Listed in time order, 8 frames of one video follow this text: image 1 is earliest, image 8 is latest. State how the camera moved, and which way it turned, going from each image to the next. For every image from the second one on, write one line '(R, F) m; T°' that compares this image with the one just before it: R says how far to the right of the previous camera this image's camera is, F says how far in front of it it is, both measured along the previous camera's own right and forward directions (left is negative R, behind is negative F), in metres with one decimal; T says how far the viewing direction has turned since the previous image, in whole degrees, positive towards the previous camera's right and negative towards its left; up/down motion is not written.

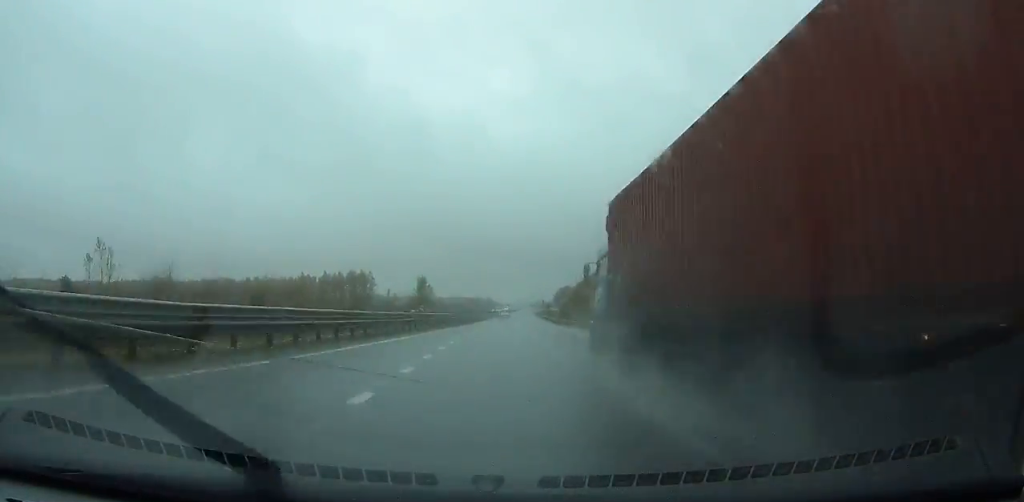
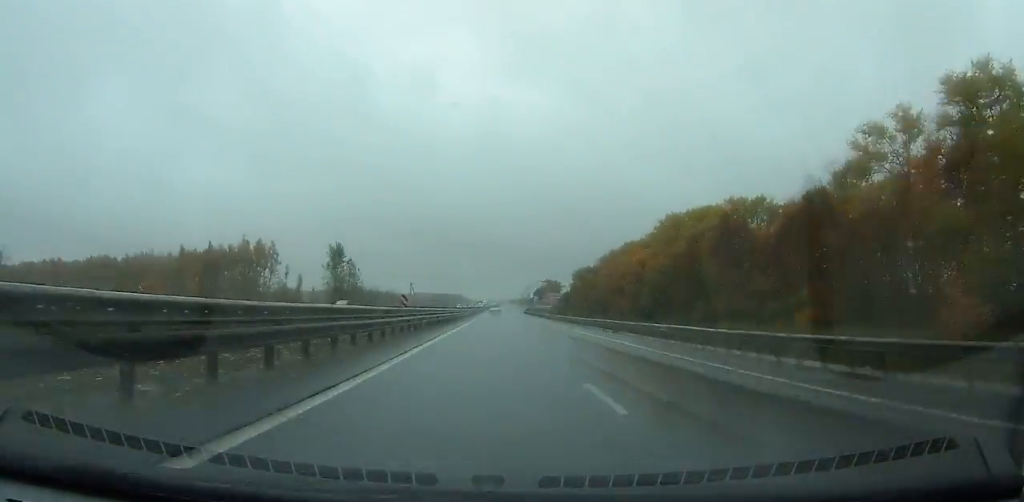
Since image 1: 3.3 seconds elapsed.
(+0.6, +92.3) m; +2°
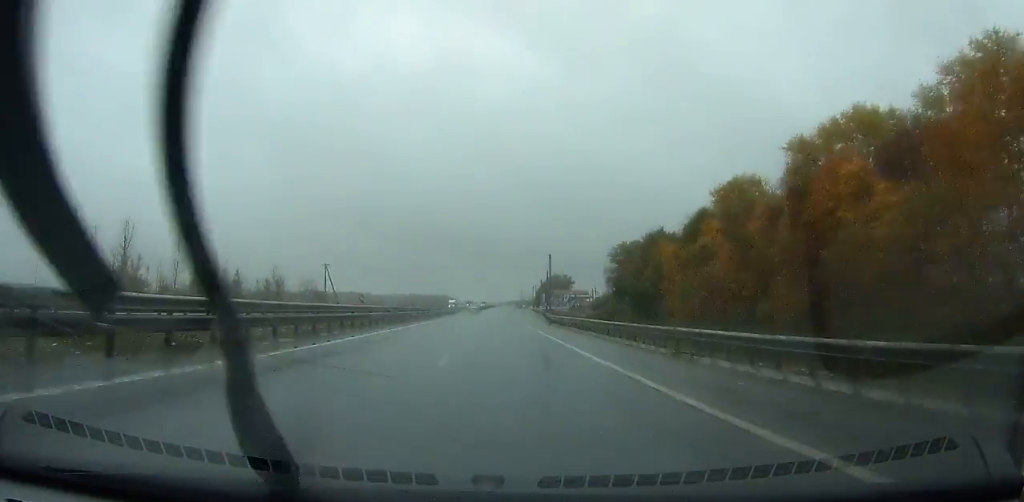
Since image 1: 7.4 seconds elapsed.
(+2.1, +114.2) m; +1°
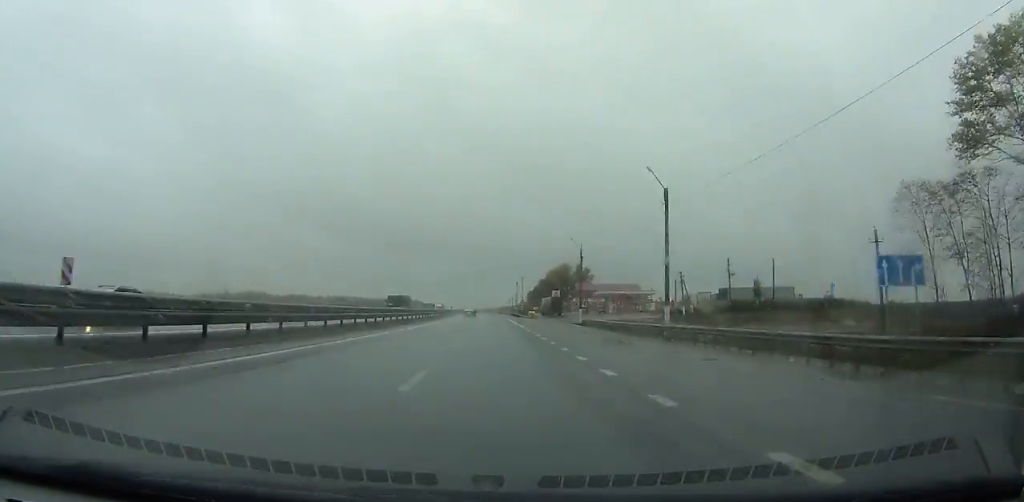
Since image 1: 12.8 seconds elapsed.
(0.0, +150.1) m; +1°
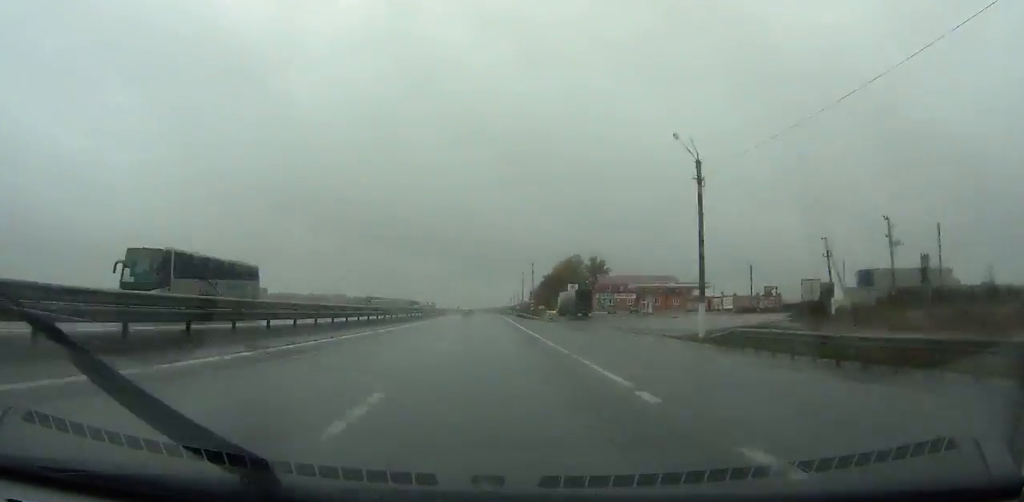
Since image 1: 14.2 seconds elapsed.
(+0.2, +39.1) m; 0°
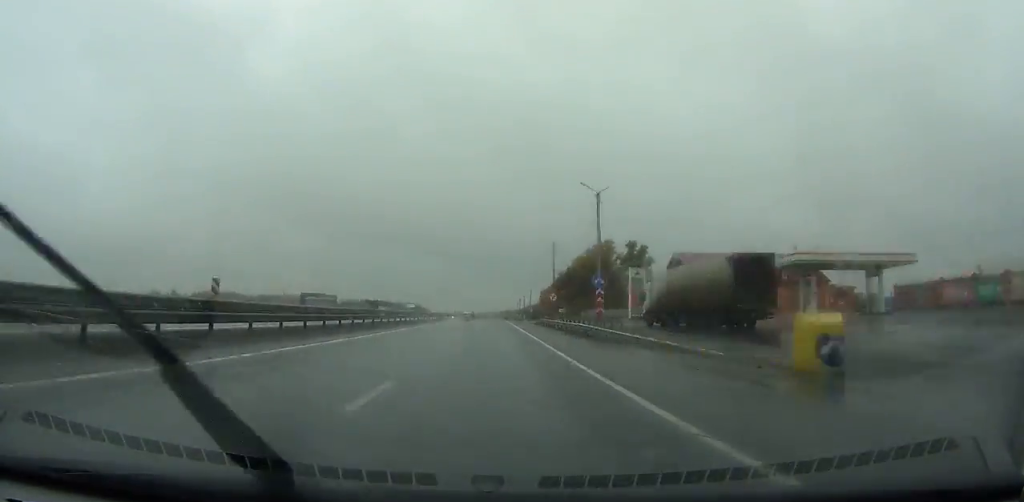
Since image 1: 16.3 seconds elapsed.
(+0.1, +58.6) m; 0°
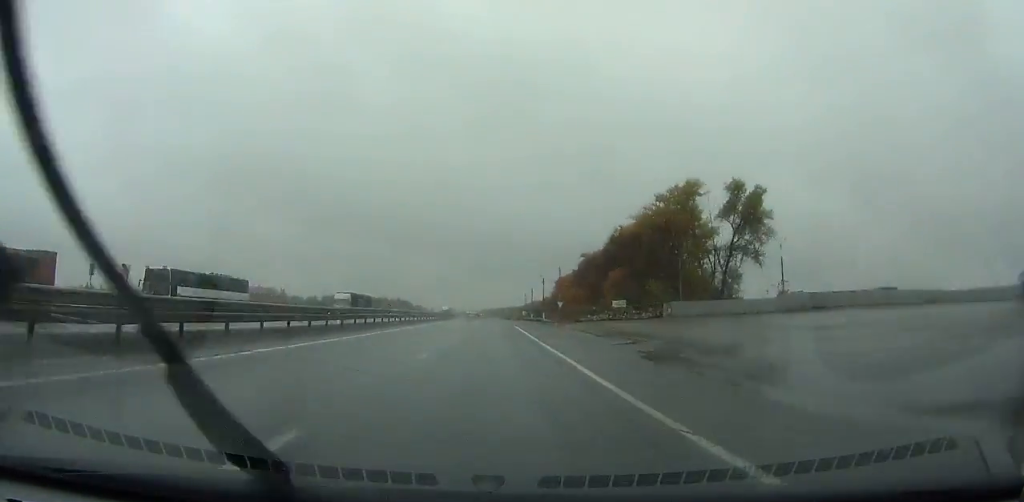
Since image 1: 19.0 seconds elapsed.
(-0.1, +75.2) m; 0°
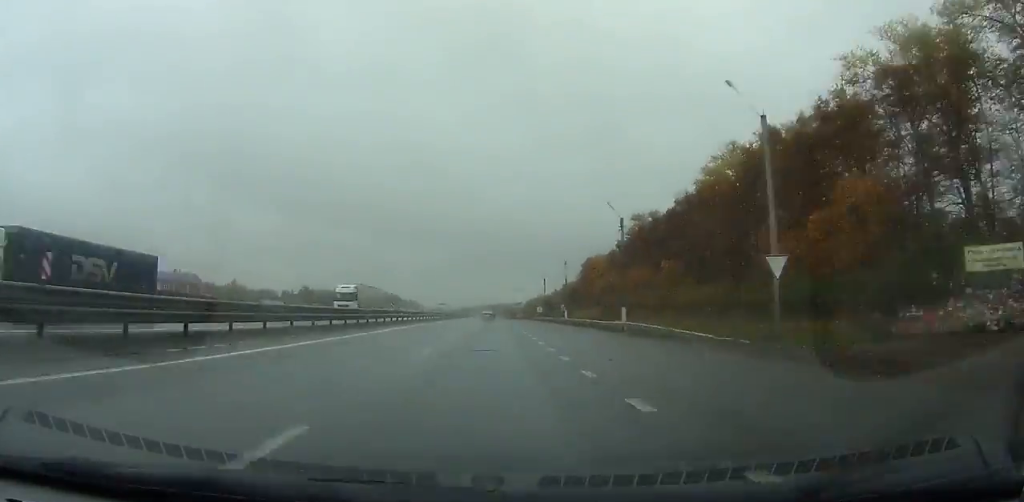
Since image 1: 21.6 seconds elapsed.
(-0.1, +72.2) m; 0°
